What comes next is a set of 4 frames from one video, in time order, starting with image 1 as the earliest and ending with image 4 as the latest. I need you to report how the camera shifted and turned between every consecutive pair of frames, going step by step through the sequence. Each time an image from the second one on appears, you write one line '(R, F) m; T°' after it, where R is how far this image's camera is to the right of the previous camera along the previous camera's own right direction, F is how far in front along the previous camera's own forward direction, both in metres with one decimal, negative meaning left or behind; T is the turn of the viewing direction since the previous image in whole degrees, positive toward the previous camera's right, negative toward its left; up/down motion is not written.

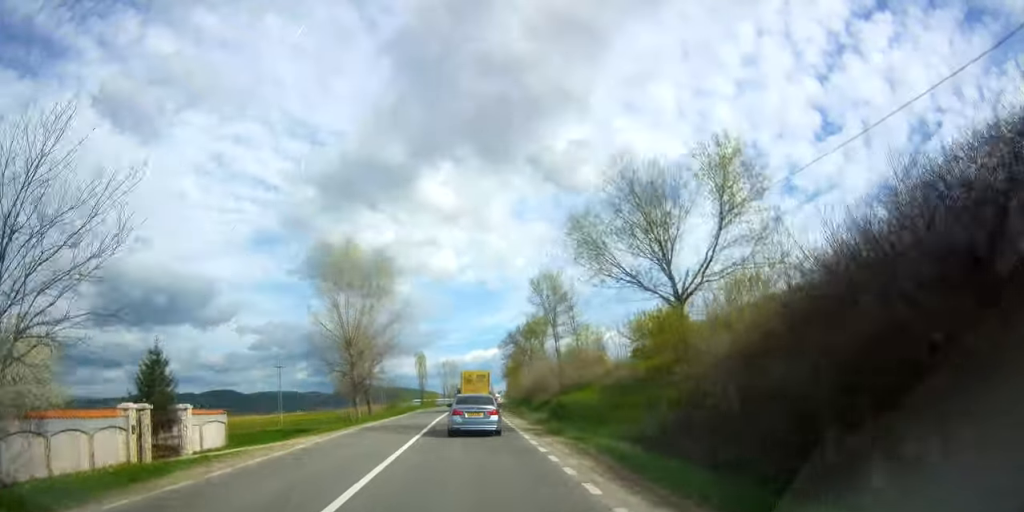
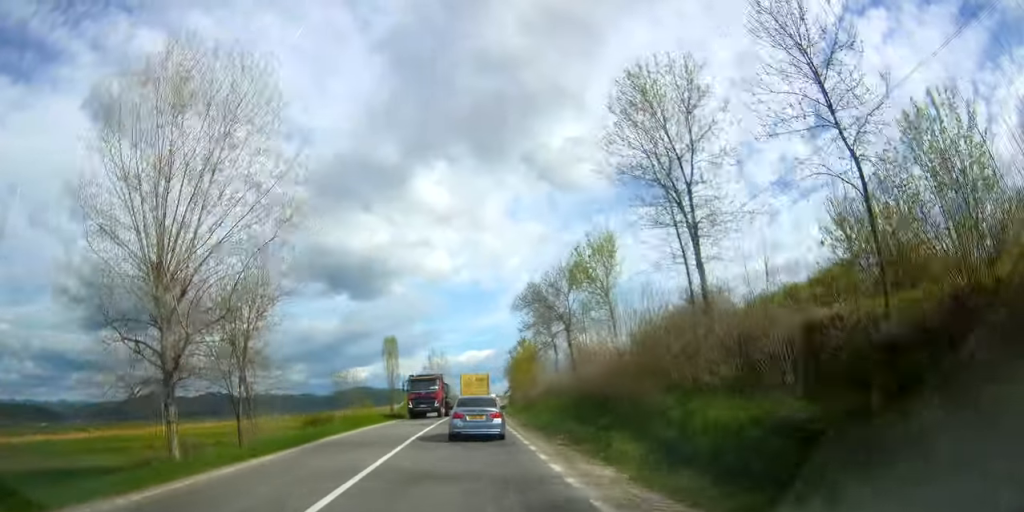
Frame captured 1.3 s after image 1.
(+0.2, +29.4) m; 0°
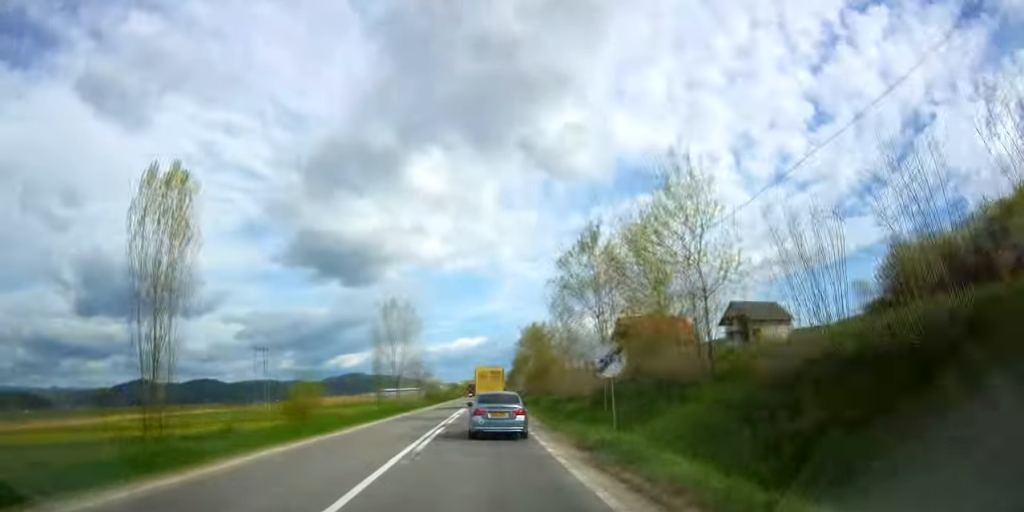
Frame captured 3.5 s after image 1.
(-0.1, +48.7) m; 0°
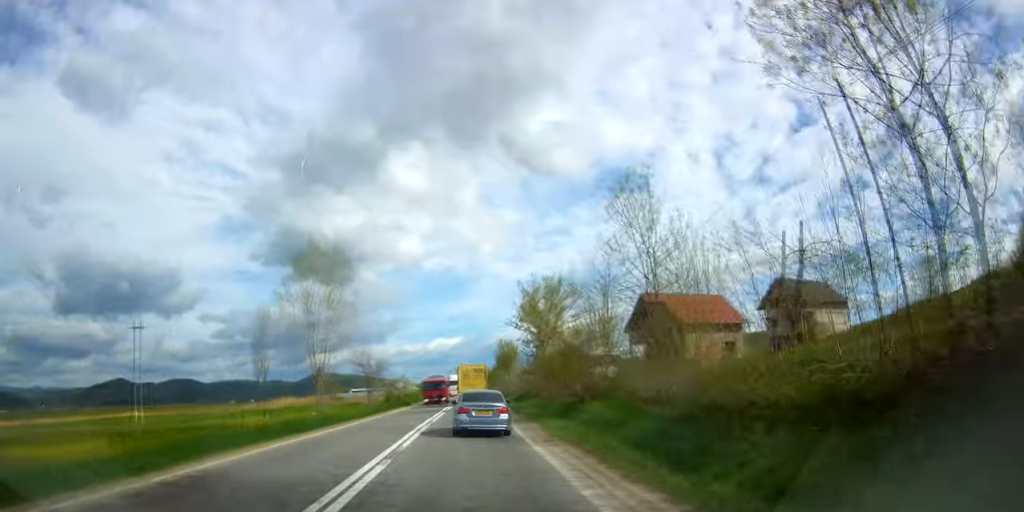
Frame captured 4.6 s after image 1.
(+0.4, +24.6) m; +1°
